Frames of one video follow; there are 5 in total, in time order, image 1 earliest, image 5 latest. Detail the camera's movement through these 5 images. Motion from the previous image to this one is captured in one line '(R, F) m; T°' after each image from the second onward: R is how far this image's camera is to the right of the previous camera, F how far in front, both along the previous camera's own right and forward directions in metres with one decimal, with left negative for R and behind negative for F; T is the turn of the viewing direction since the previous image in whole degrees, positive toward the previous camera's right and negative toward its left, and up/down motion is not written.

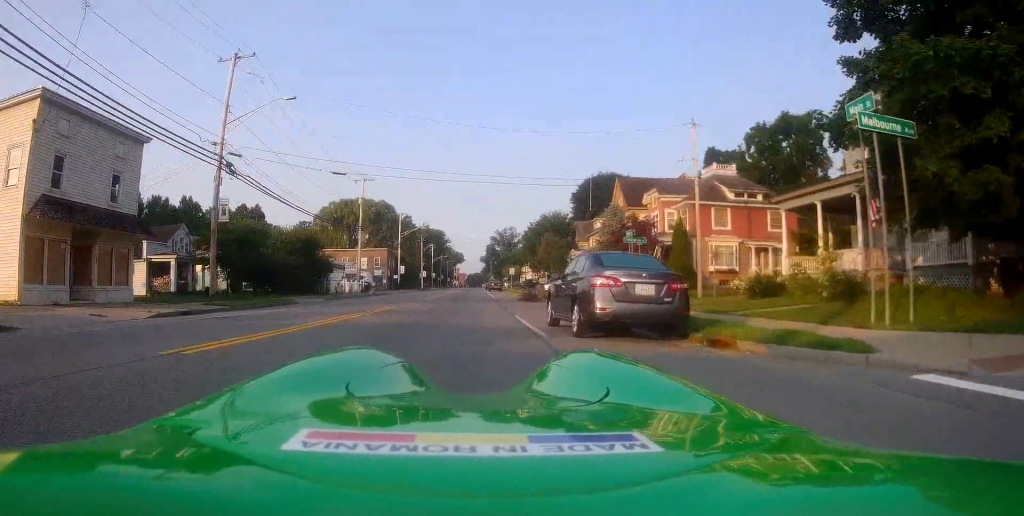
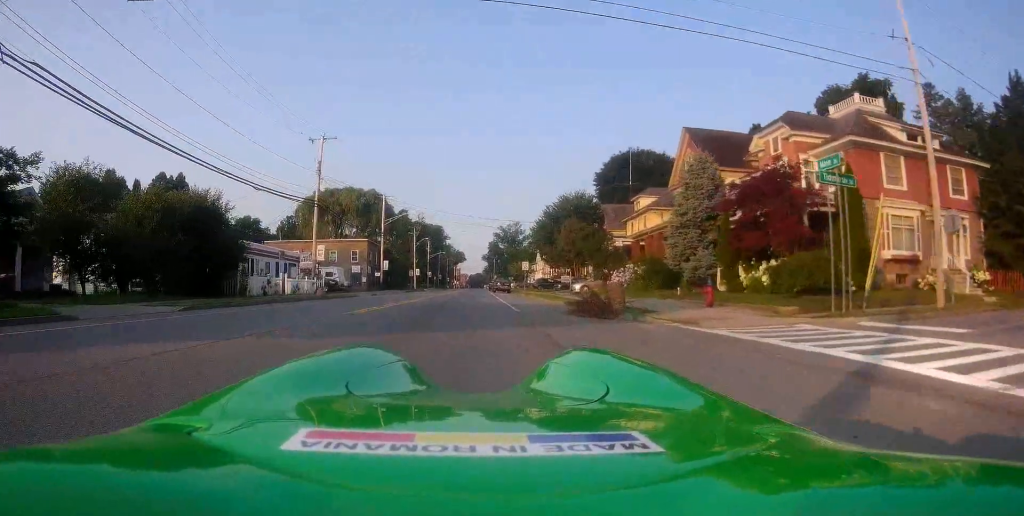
(+0.4, +19.3) m; -1°
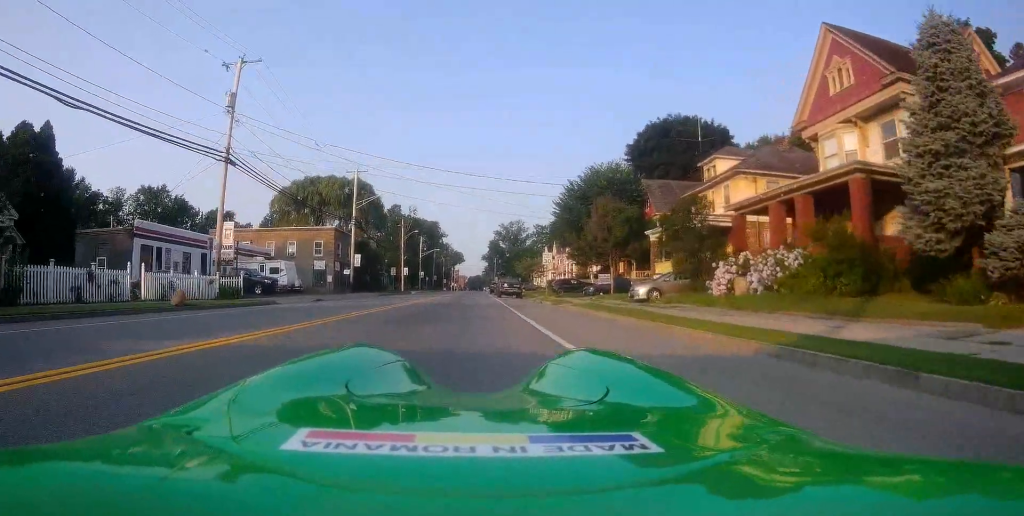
(-0.9, +18.3) m; -1°
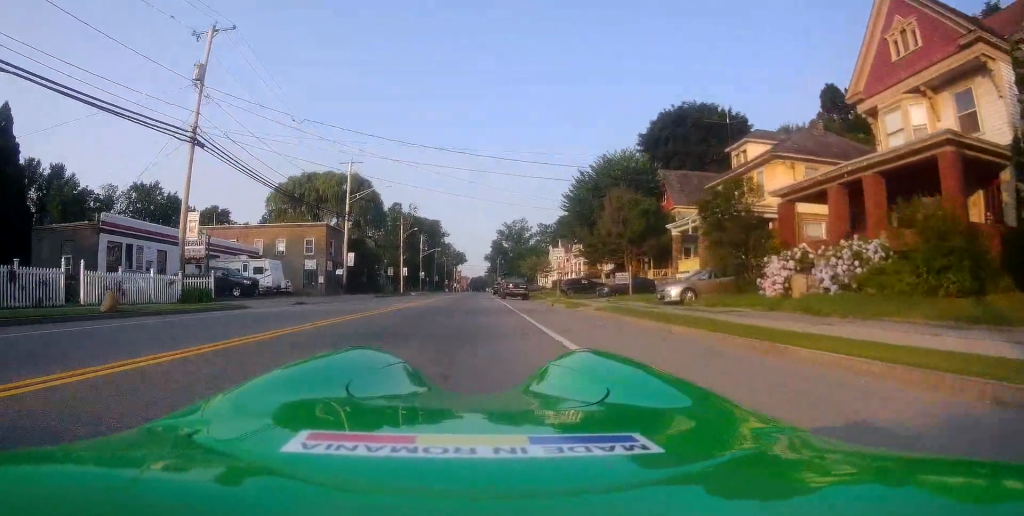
(+0.2, +4.3) m; +1°
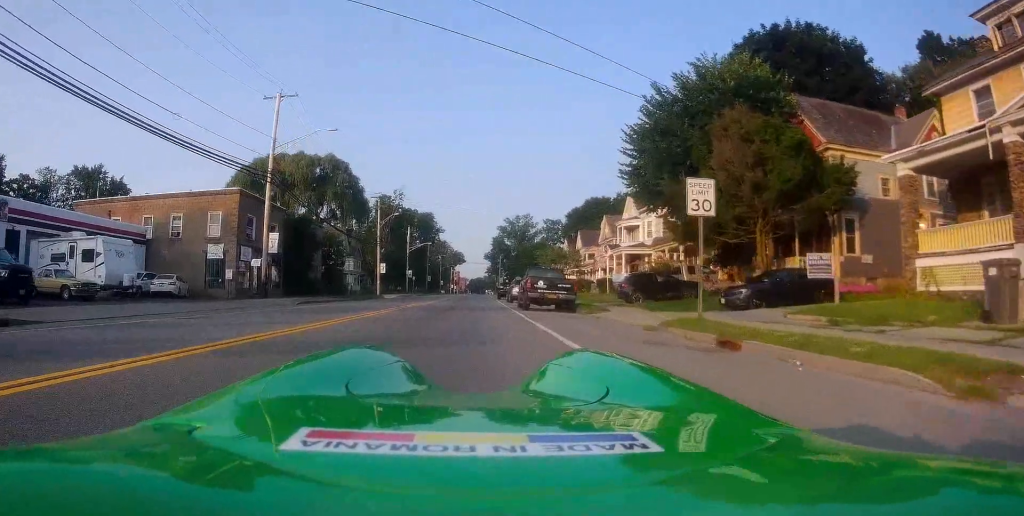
(+0.8, +22.3) m; +1°
